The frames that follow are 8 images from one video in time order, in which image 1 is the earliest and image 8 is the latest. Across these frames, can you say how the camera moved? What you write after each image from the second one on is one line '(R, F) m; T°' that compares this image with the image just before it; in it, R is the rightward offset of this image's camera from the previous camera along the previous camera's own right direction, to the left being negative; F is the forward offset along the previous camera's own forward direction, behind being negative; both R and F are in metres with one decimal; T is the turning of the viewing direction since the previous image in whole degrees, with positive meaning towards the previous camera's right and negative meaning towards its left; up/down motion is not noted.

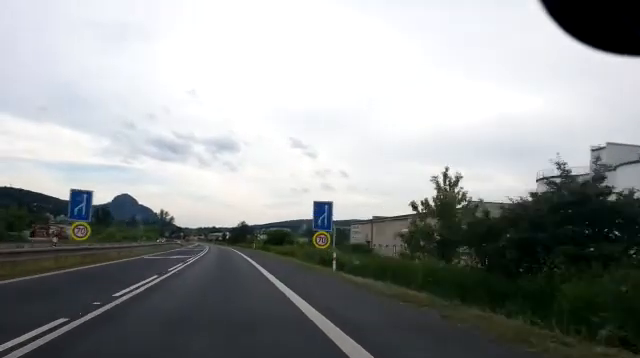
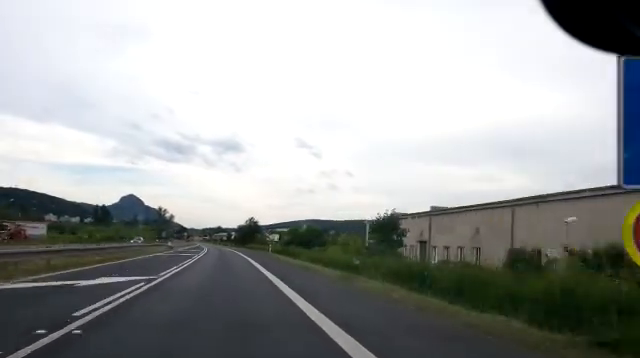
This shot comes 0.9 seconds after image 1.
(-0.1, +20.7) m; -1°
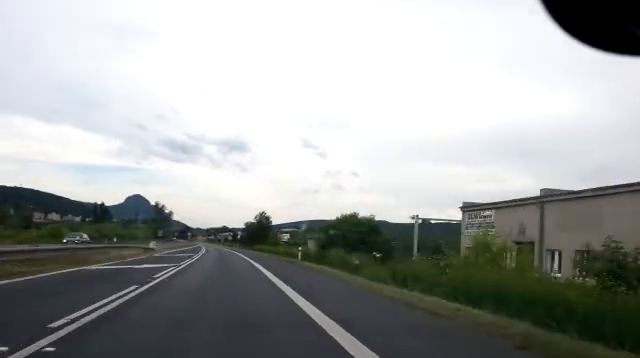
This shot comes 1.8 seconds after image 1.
(-0.3, +19.0) m; -1°
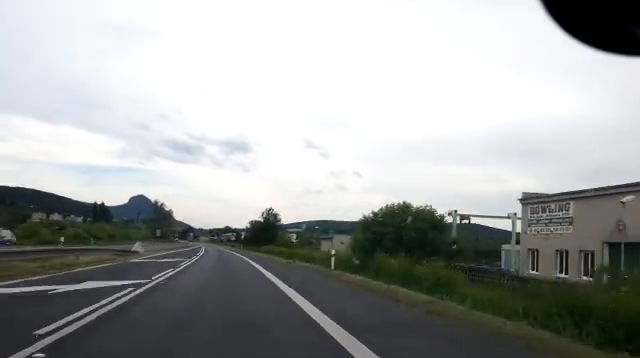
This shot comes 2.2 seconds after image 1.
(-0.1, +9.6) m; 0°
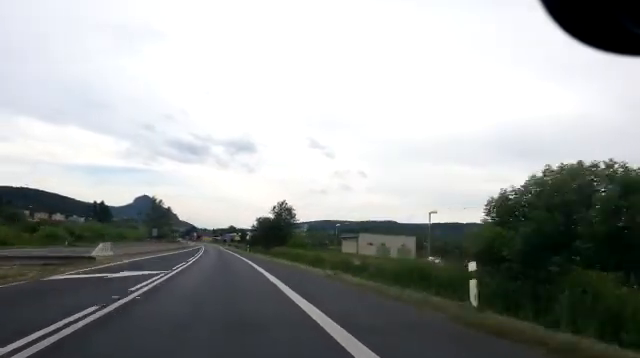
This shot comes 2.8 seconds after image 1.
(-0.1, +12.5) m; 0°
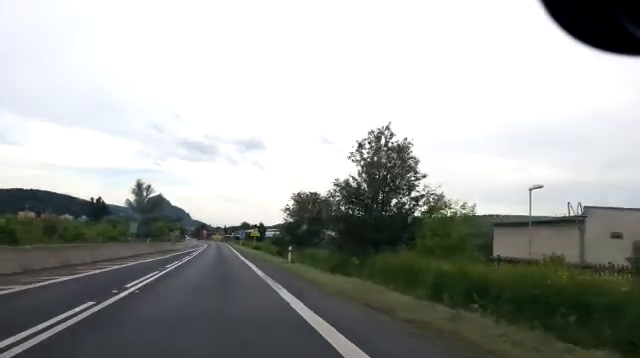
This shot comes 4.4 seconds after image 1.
(-0.1, +35.7) m; -2°
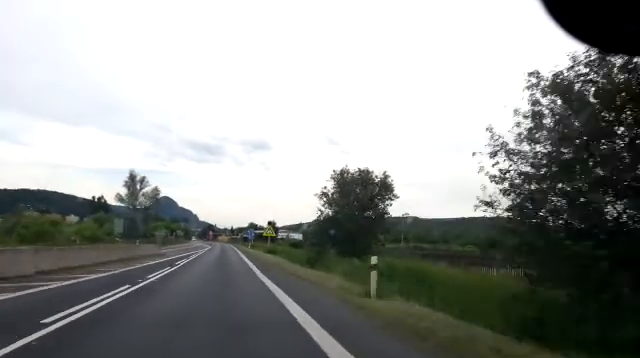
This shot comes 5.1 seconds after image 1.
(-0.2, +14.4) m; 0°
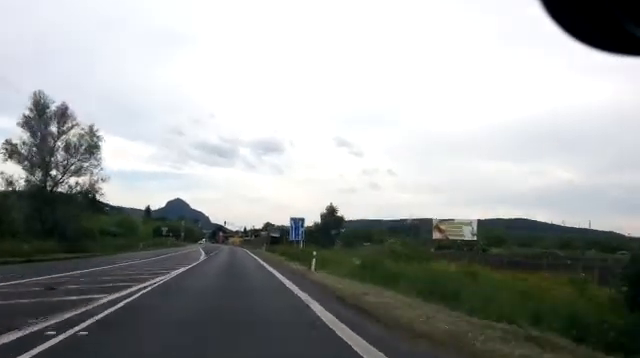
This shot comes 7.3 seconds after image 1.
(+0.4, +46.2) m; 0°
